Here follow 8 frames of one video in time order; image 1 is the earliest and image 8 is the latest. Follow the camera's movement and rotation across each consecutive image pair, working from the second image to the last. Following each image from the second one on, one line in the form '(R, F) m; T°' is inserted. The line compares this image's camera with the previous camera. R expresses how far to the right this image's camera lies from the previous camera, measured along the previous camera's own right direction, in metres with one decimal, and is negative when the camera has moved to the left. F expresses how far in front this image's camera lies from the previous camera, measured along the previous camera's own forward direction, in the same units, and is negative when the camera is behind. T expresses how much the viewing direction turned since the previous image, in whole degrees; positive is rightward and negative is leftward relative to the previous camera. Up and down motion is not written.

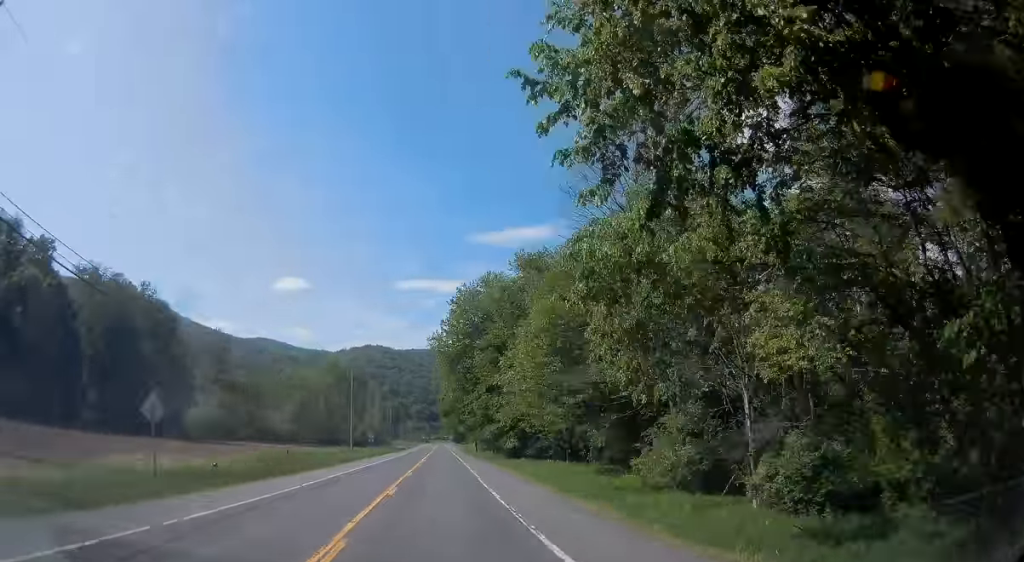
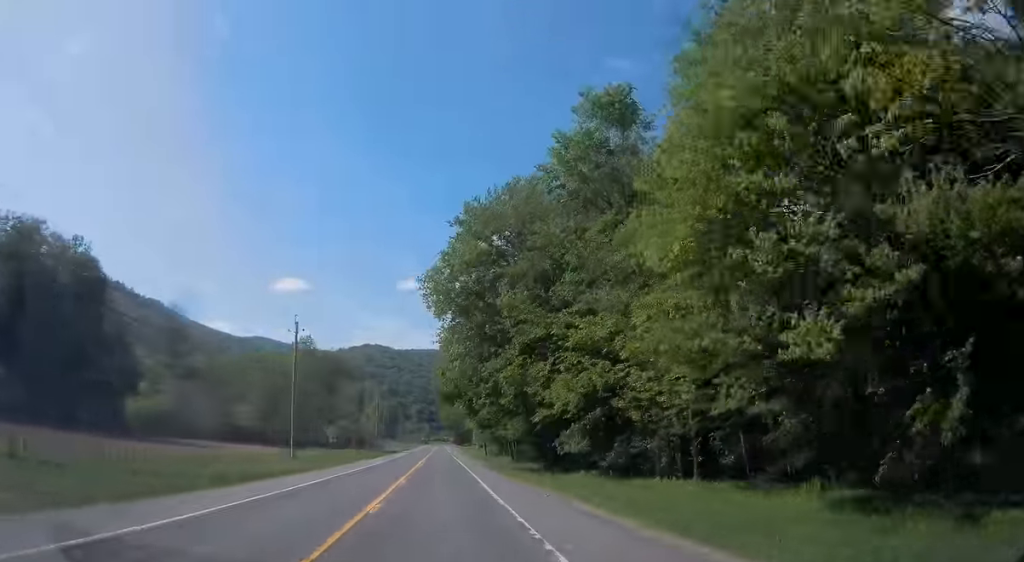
(-0.1, +29.6) m; 0°
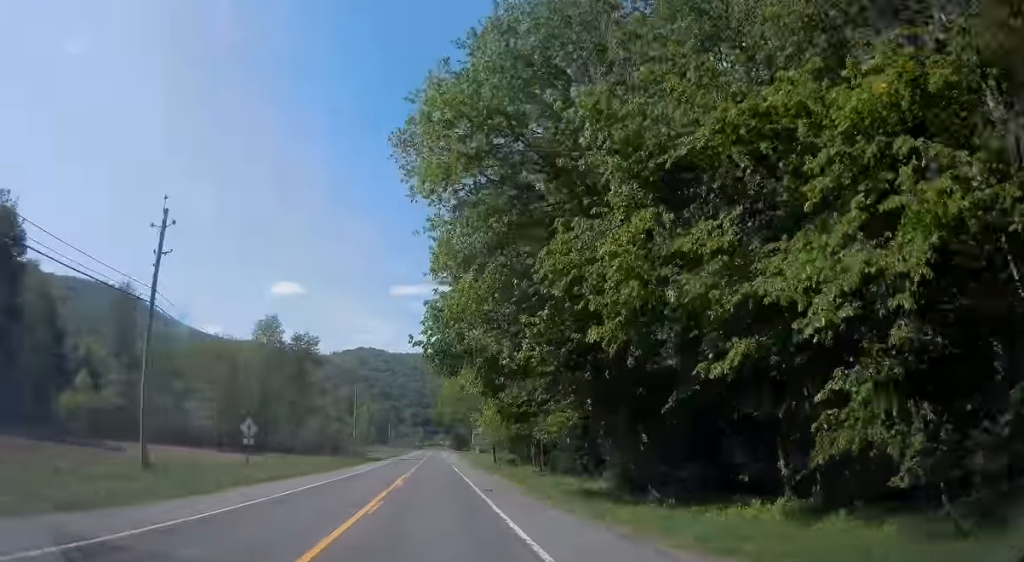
(+0.1, +23.6) m; 0°
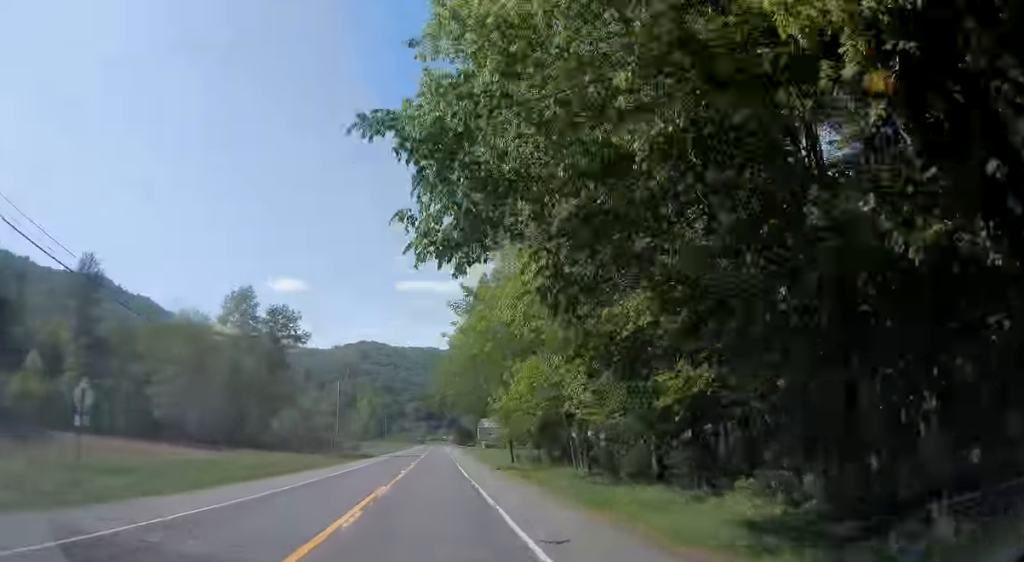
(0.0, +16.6) m; 0°
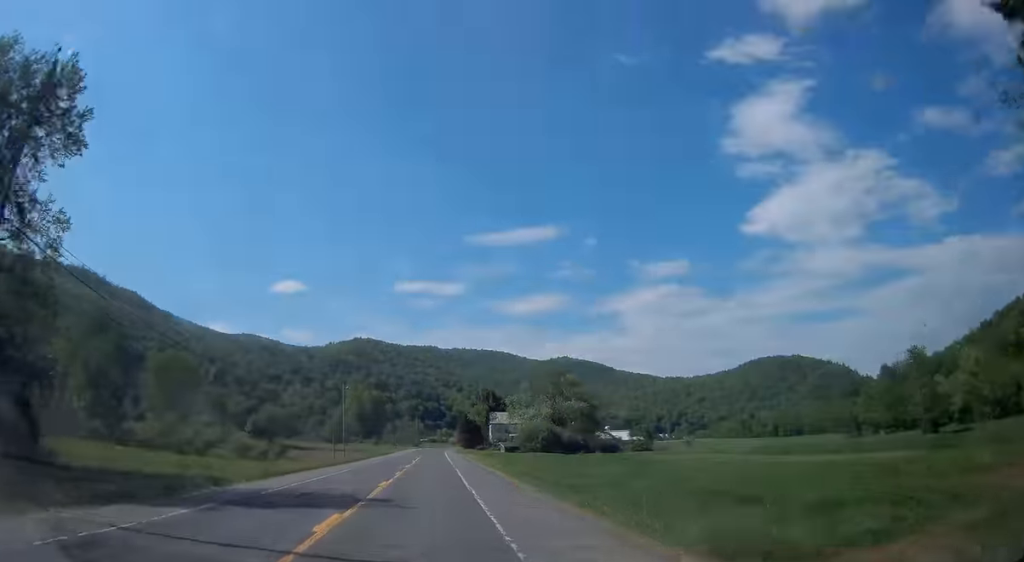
(+0.3, +60.9) m; +1°
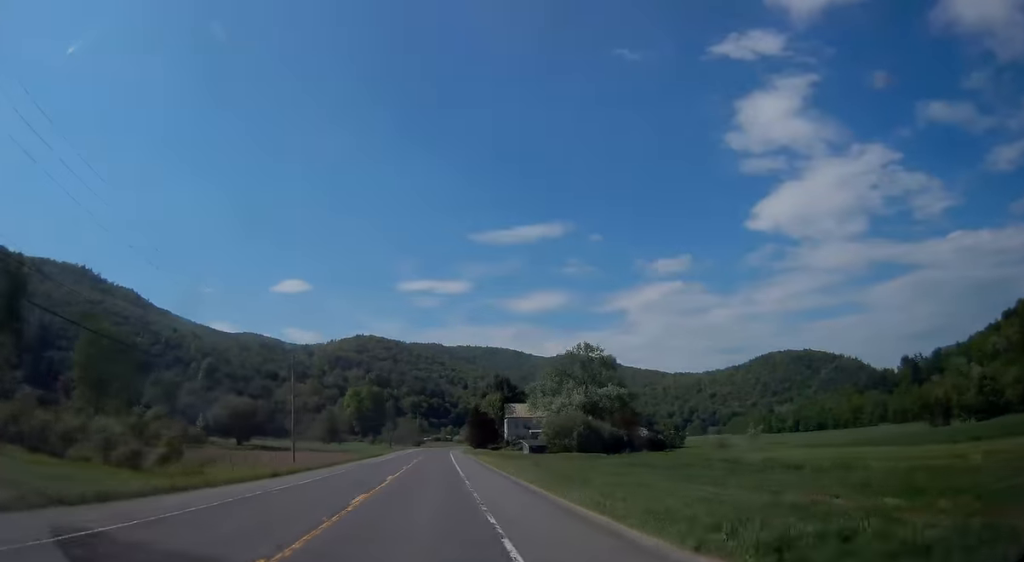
(0.0, +29.4) m; 0°
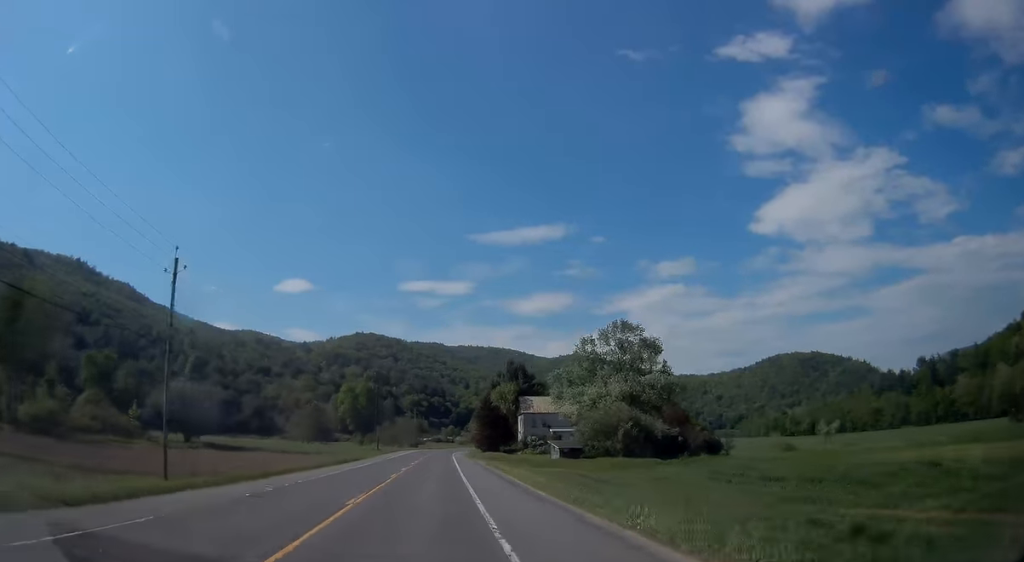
(-0.1, +25.3) m; 0°
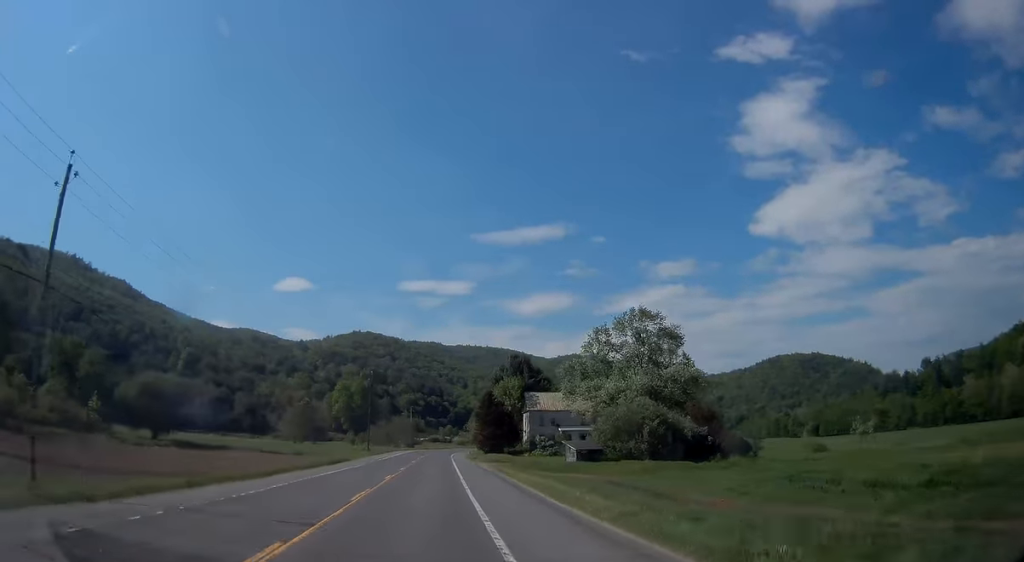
(0.0, +10.4) m; 0°
